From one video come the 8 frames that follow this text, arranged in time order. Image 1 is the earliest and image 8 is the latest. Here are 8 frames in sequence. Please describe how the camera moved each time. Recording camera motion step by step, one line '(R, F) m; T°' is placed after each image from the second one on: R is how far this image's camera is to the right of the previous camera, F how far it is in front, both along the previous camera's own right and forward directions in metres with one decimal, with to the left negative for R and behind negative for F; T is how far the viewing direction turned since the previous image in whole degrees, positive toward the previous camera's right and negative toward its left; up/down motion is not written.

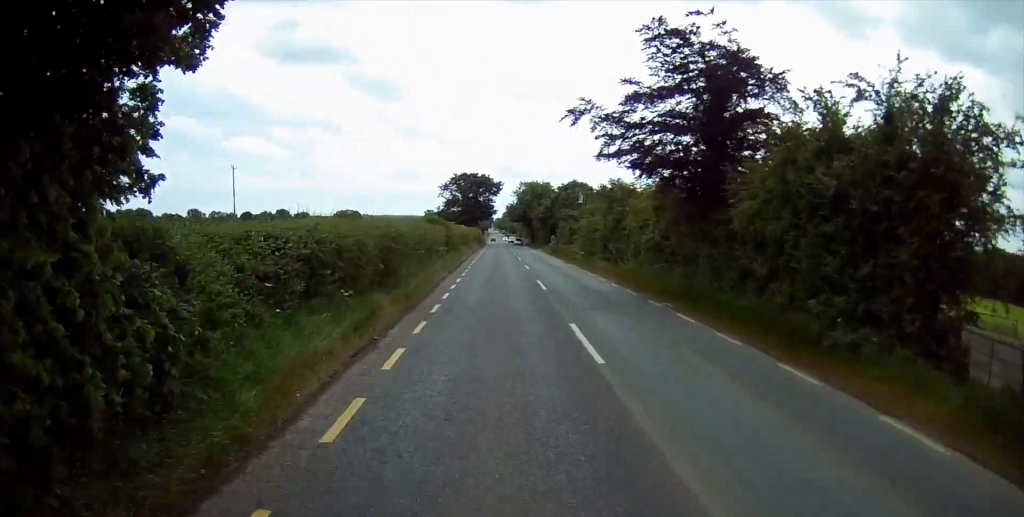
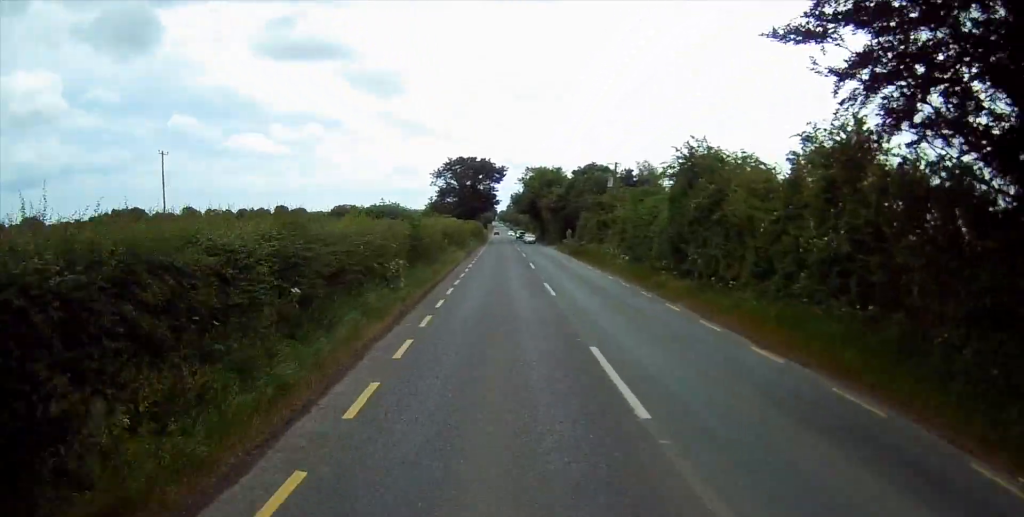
(-0.1, +18.4) m; 0°
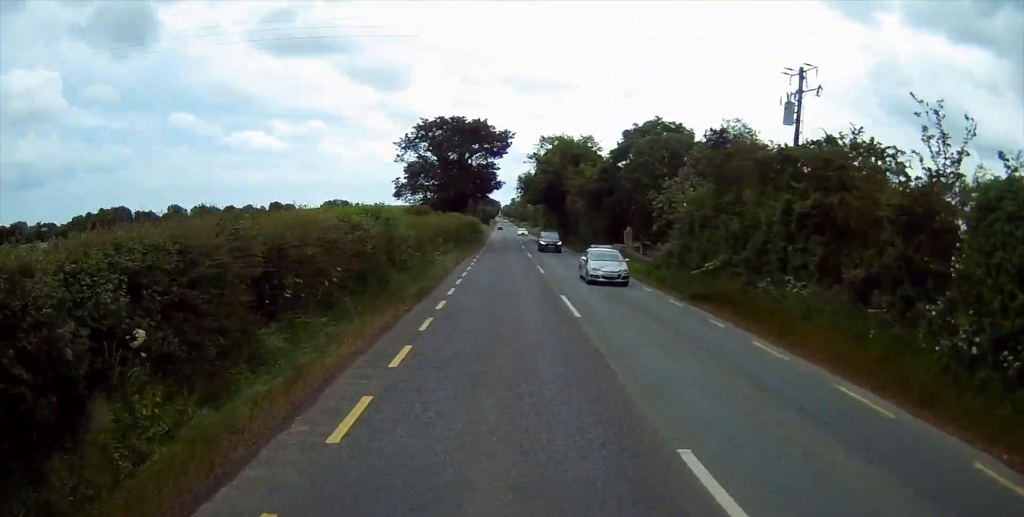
(+0.1, +36.0) m; 0°
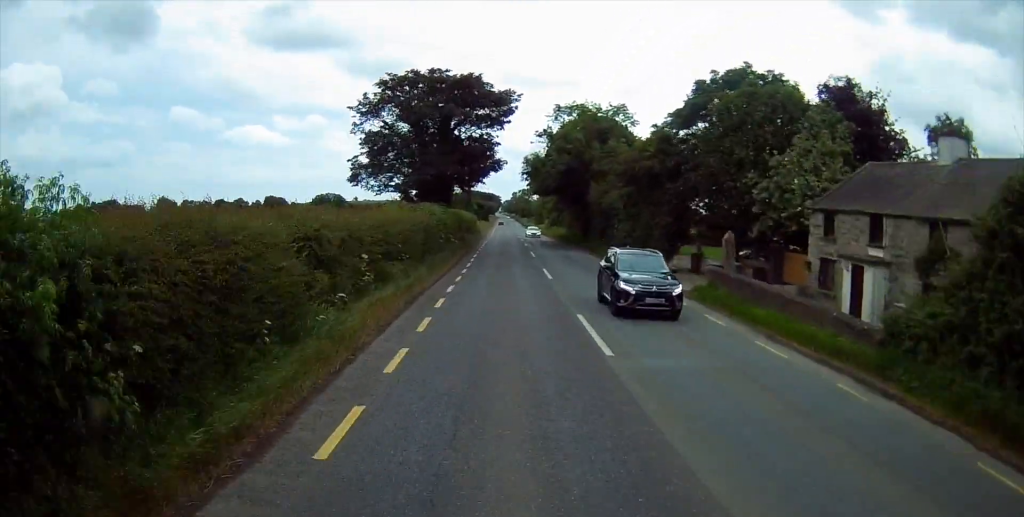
(-0.2, +19.9) m; 0°
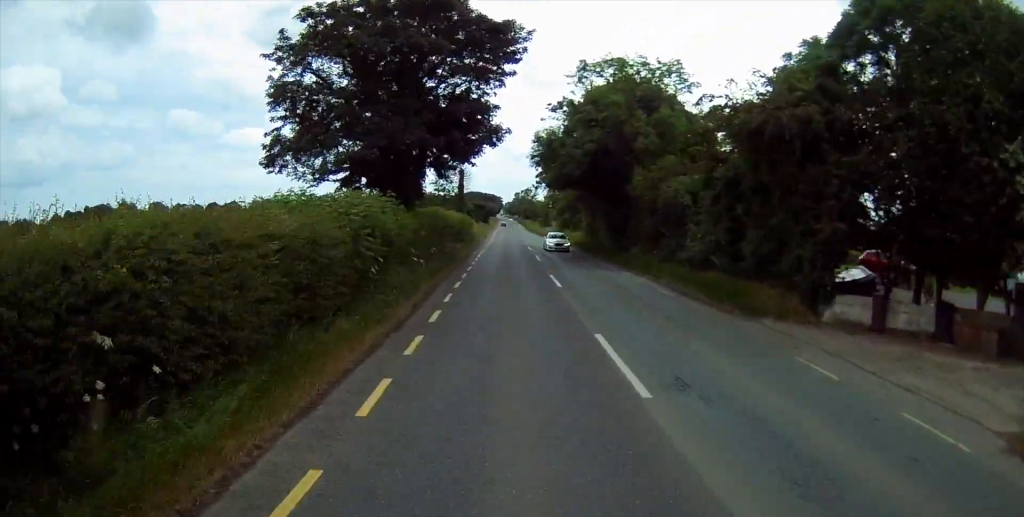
(0.0, +17.8) m; +1°
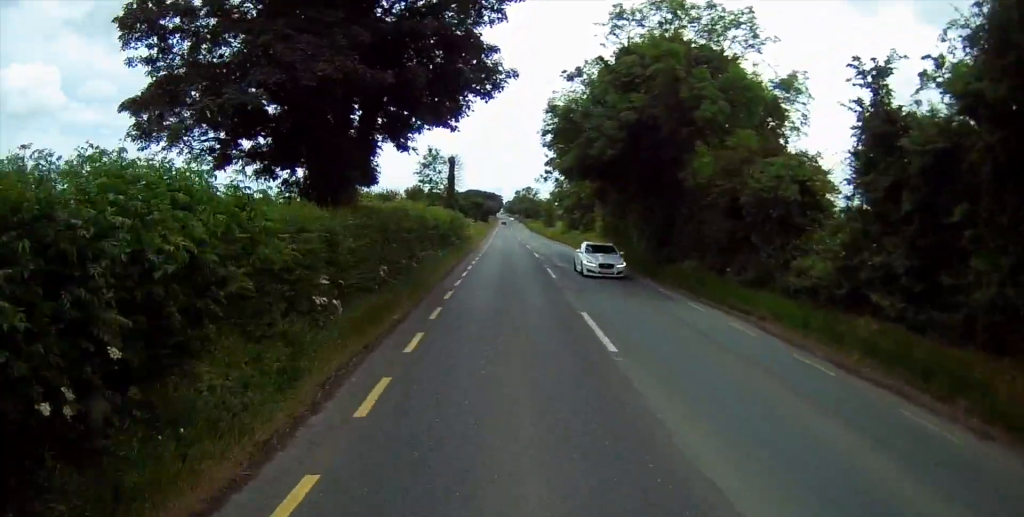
(+0.2, +11.9) m; 0°
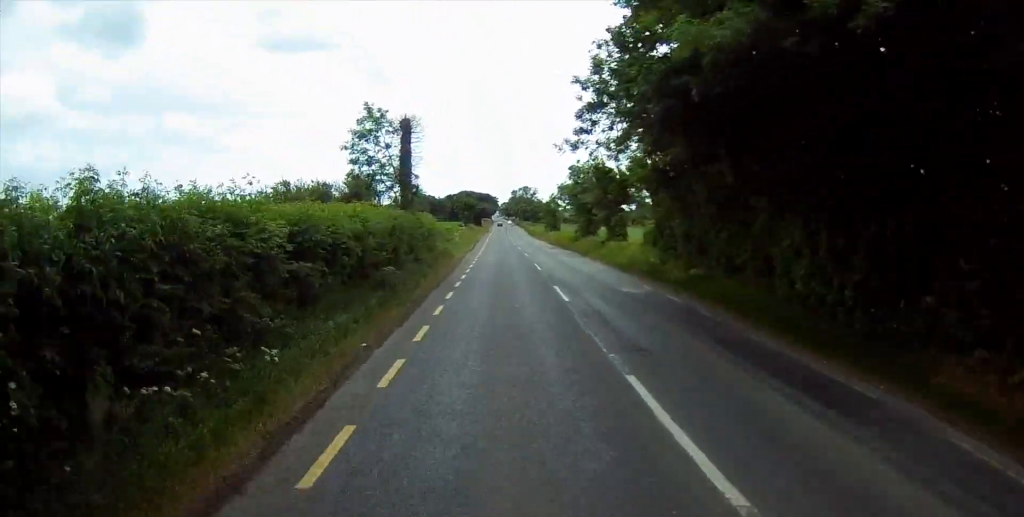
(0.0, +21.5) m; 0°
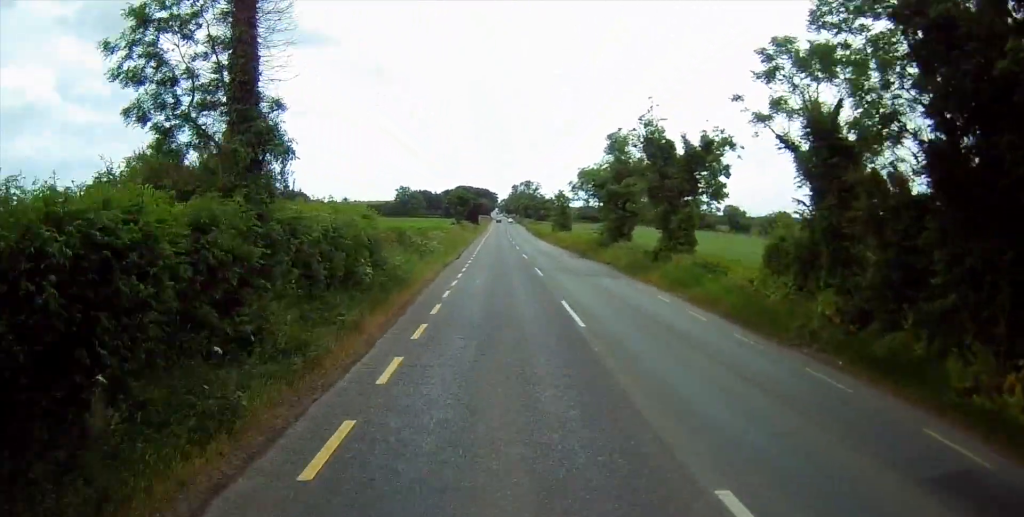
(-0.1, +19.3) m; 0°
